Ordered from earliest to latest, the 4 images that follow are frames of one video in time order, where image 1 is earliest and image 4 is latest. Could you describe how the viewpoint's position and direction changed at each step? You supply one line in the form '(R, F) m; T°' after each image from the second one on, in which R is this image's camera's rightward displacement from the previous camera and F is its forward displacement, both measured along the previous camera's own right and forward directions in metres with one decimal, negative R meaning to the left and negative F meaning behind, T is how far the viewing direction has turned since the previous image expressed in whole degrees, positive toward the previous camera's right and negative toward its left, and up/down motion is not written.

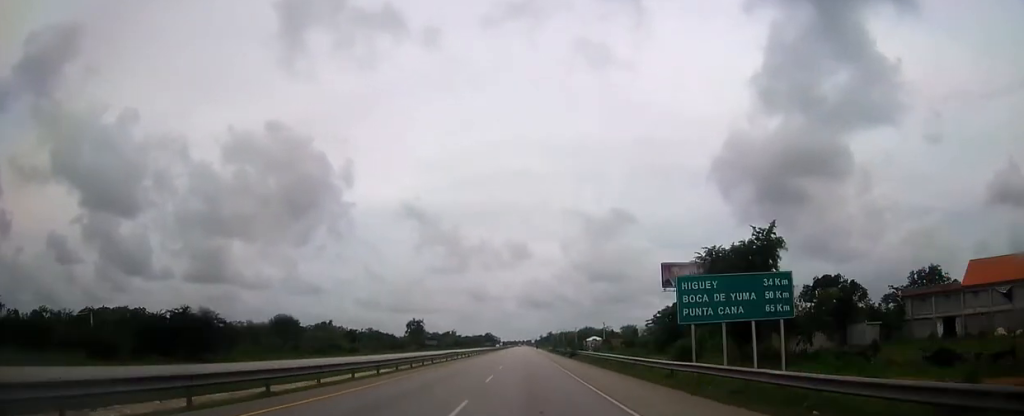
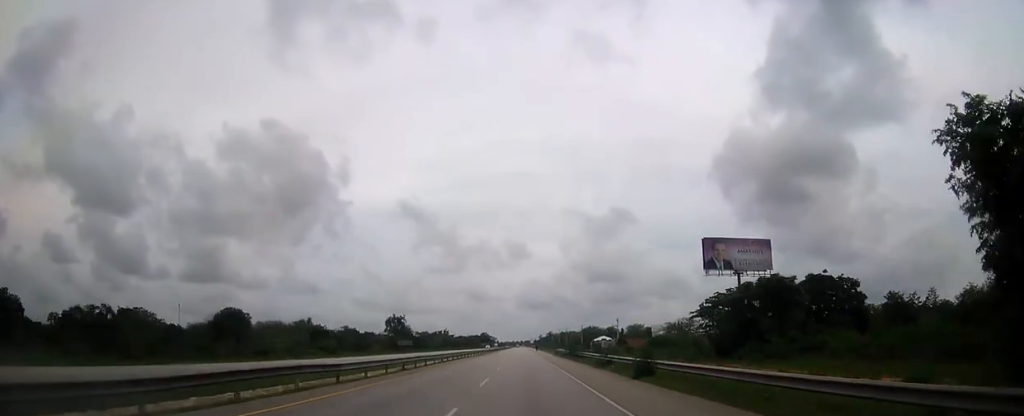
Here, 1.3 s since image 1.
(0.0, +37.7) m; 0°
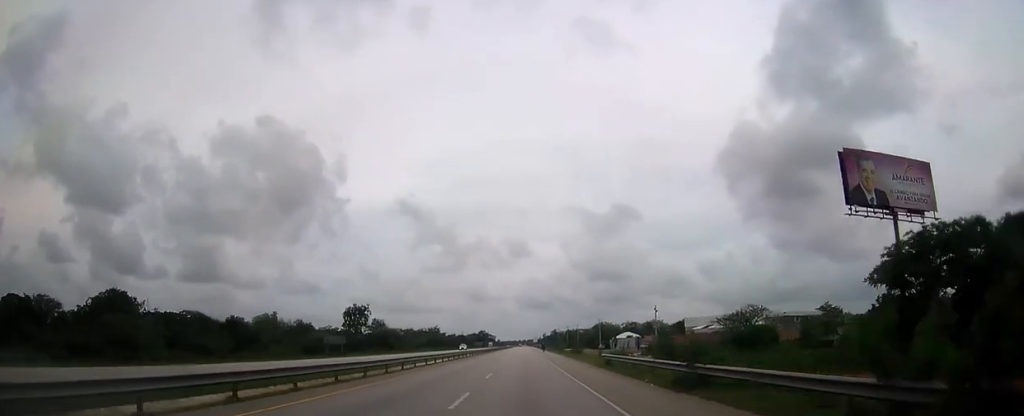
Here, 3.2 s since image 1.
(-0.1, +55.4) m; 0°
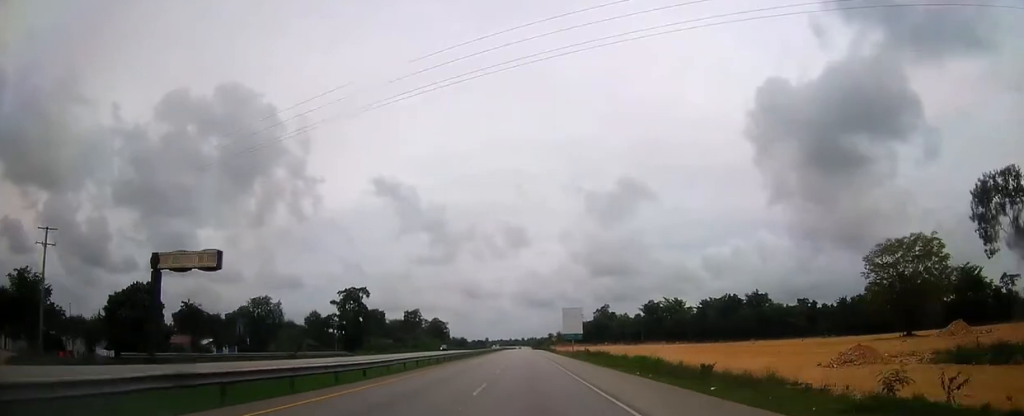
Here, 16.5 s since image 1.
(+0.6, +393.2) m; 0°
